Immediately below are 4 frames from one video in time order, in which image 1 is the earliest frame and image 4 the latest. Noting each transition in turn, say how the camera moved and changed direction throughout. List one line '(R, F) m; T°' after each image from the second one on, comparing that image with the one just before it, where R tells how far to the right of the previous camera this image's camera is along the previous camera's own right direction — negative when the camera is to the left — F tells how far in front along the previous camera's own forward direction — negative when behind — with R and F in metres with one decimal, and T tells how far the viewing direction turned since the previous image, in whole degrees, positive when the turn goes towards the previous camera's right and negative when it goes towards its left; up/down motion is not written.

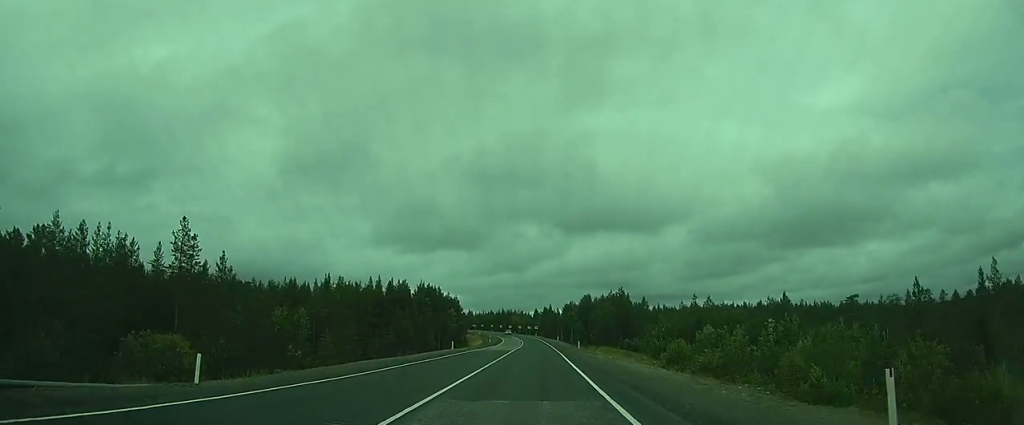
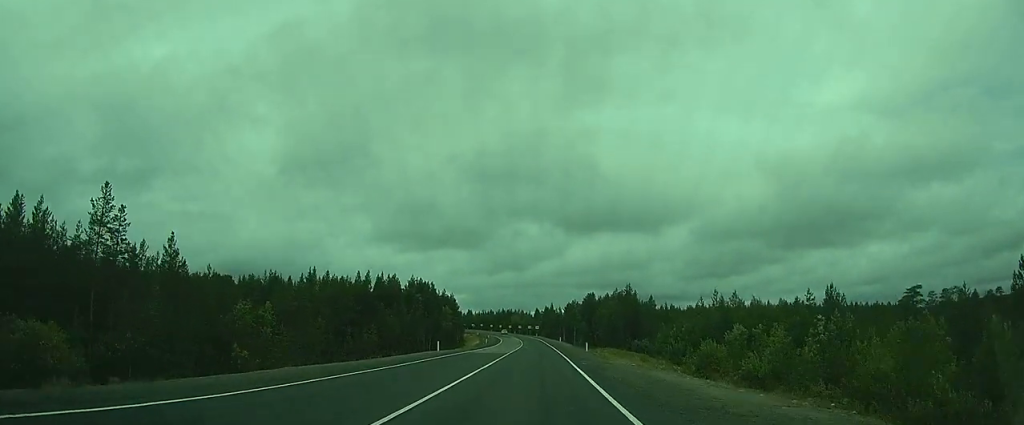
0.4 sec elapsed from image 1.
(0.0, +8.8) m; 0°
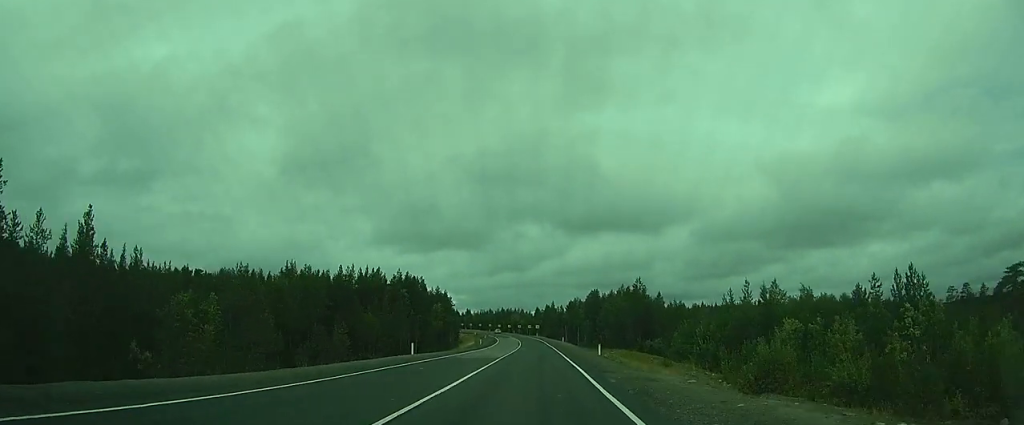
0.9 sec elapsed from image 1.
(0.0, +10.3) m; 0°
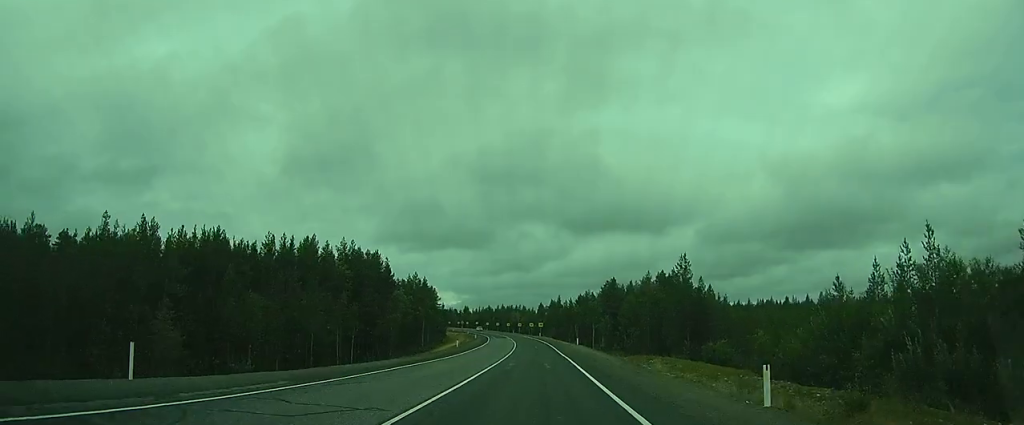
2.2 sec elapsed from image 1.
(-0.2, +28.7) m; 0°
